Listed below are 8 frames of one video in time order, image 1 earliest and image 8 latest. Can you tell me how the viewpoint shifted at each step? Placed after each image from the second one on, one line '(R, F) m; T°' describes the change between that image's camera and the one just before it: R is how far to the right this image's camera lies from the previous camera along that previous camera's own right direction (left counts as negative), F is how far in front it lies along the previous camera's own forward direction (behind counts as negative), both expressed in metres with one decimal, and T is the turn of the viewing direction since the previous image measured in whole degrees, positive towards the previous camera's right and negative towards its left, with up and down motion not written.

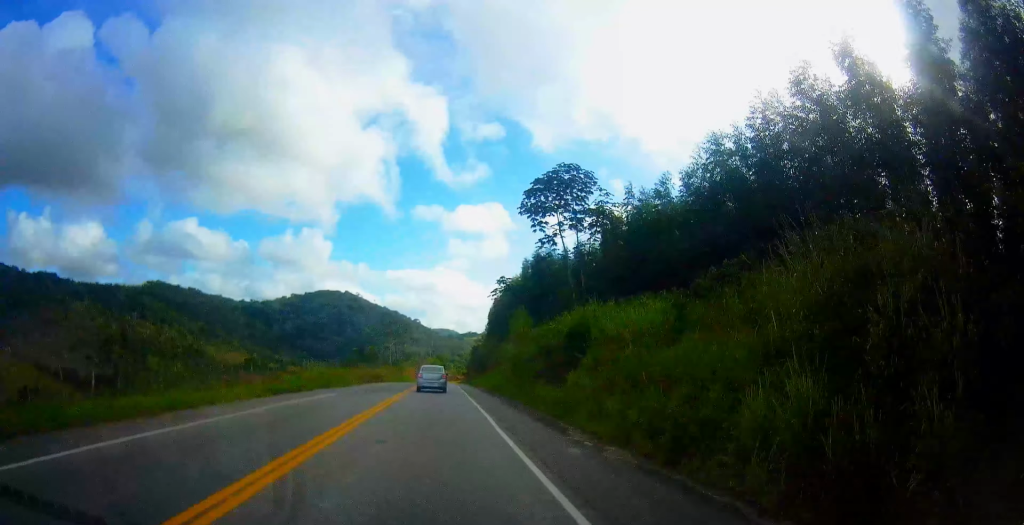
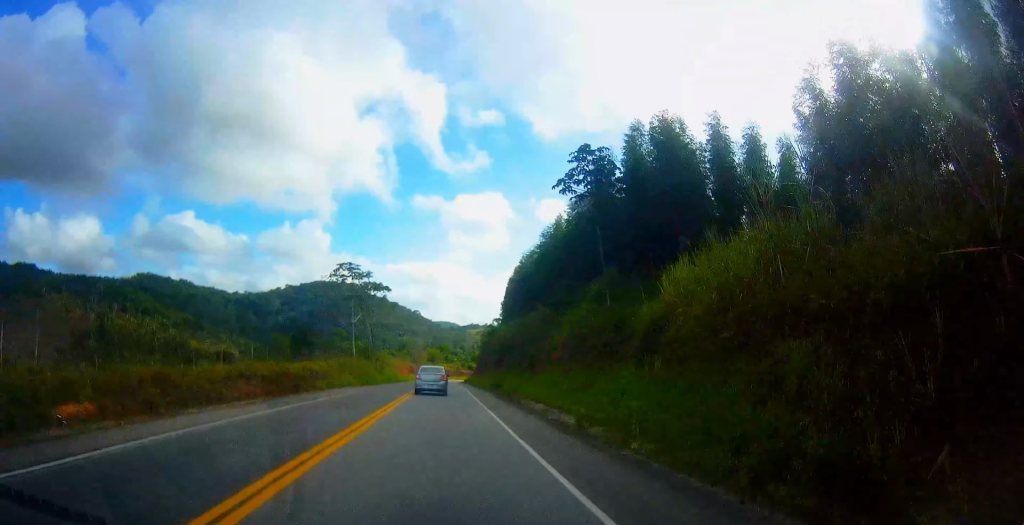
(+0.2, +47.0) m; +1°
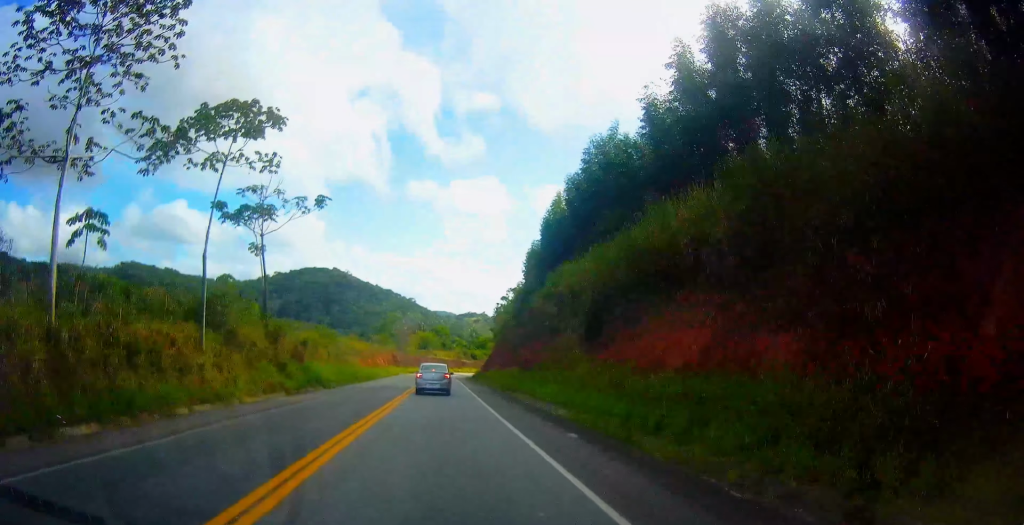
(-0.2, +51.1) m; 0°
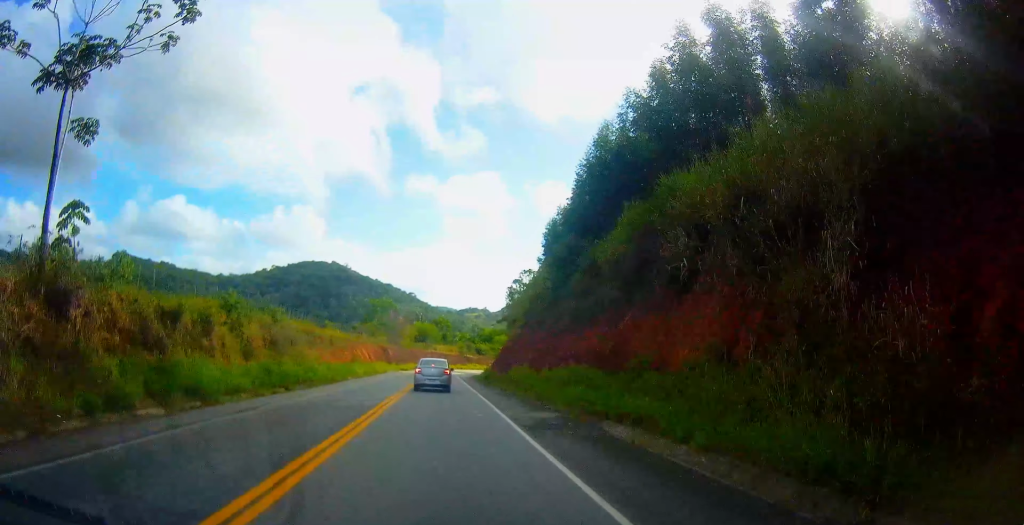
(+0.1, +22.0) m; +1°
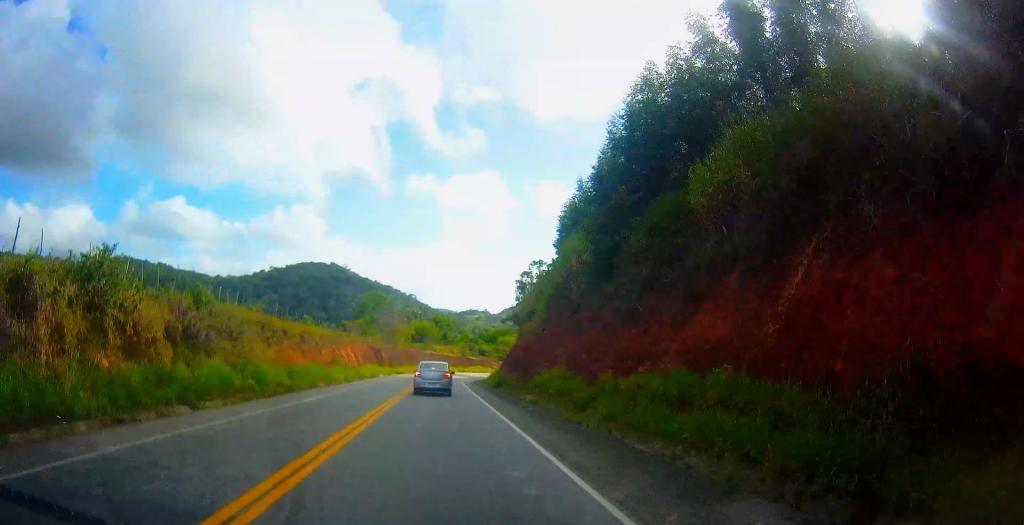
(+0.1, +12.7) m; 0°
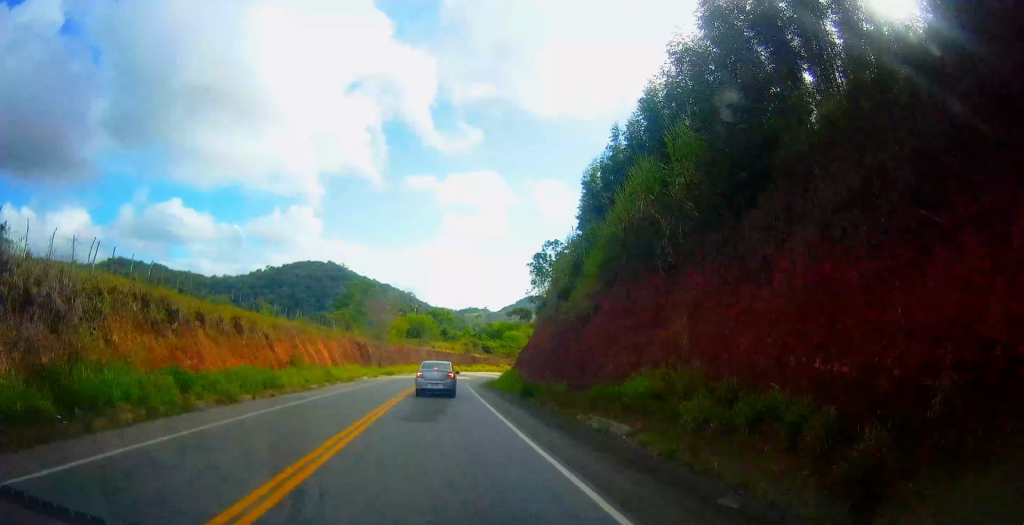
(+0.2, +16.1) m; 0°
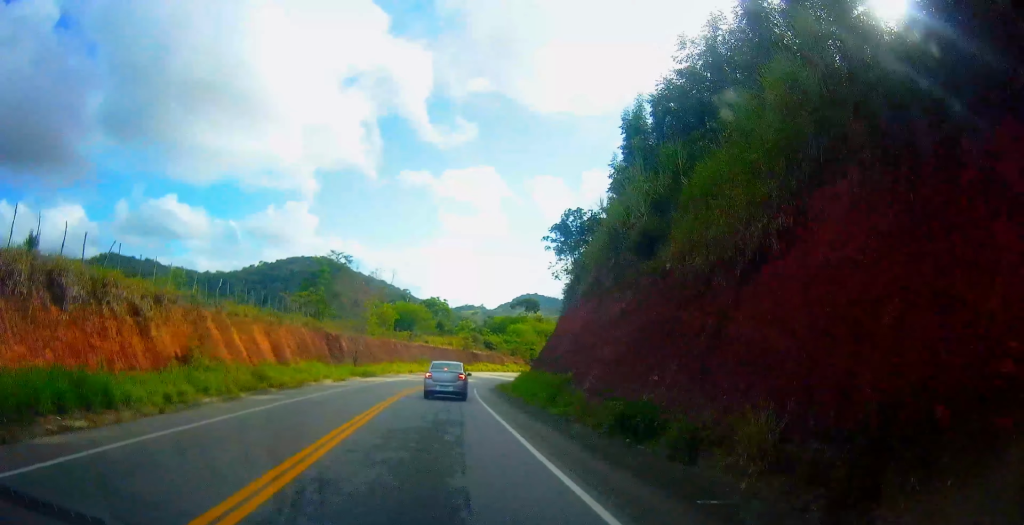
(-0.2, +18.2) m; 0°
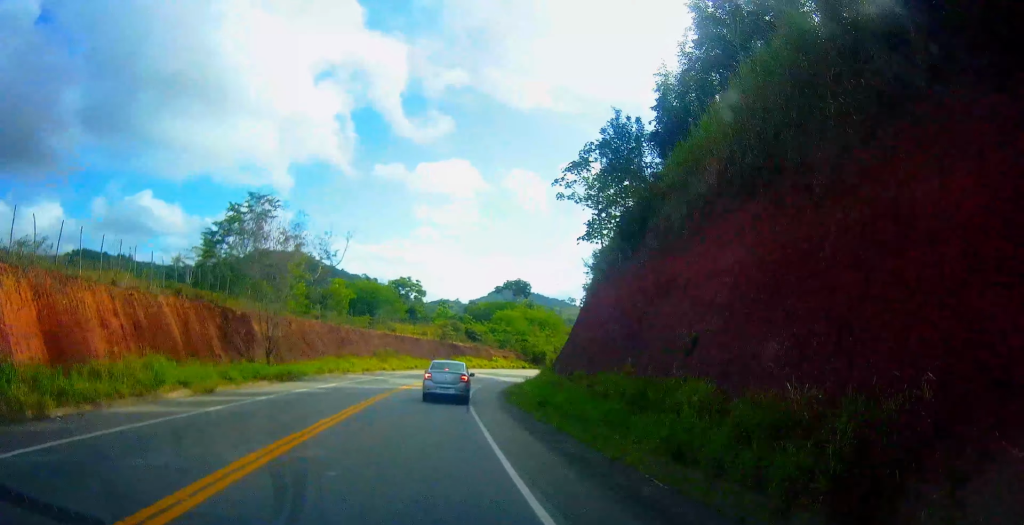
(0.0, +23.3) m; +1°
